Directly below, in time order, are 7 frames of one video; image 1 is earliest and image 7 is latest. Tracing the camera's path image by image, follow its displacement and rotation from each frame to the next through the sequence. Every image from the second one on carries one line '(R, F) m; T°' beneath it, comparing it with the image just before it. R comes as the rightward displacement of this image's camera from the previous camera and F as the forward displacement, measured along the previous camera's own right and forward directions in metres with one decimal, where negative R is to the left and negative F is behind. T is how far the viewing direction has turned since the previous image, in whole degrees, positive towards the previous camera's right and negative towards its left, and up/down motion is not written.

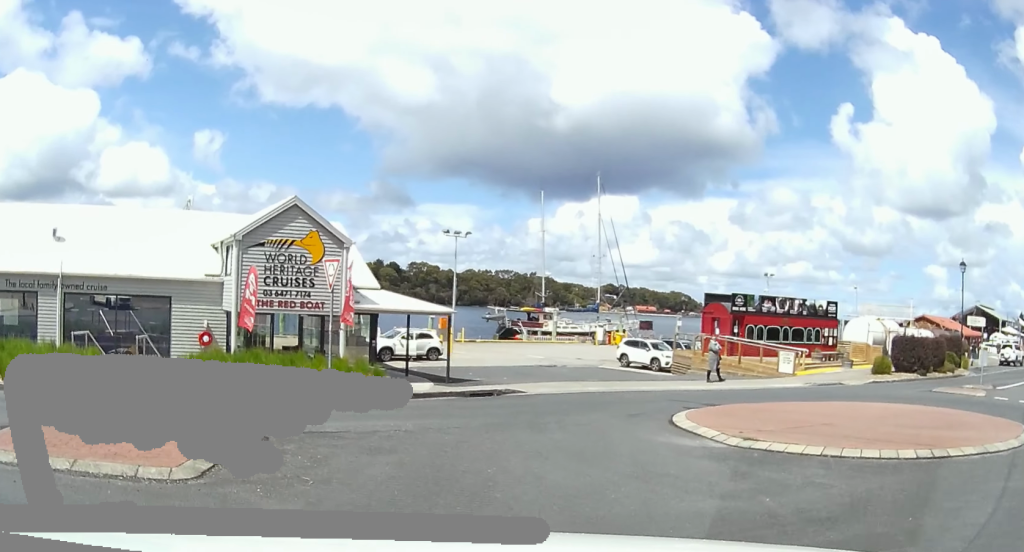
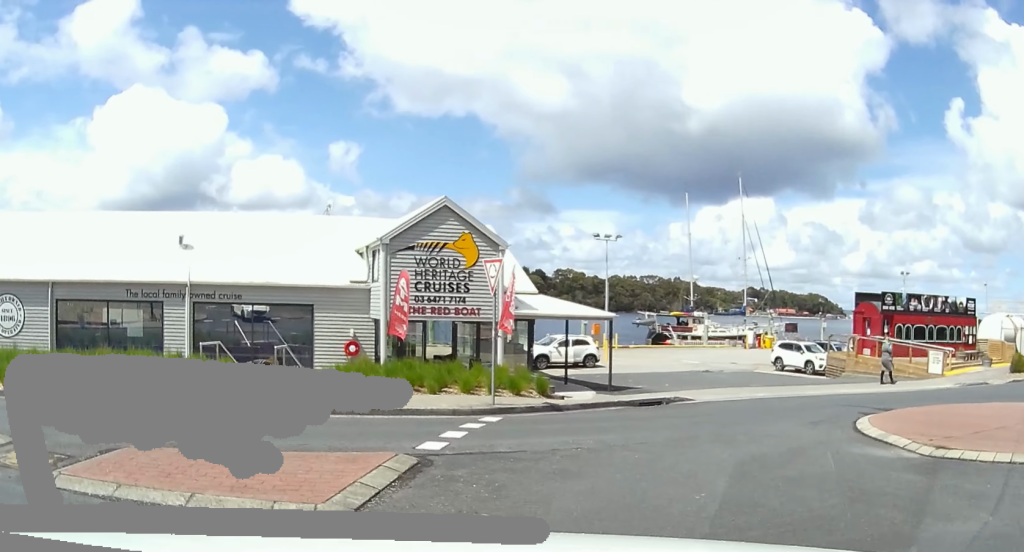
(-0.3, +1.8) m; -12°
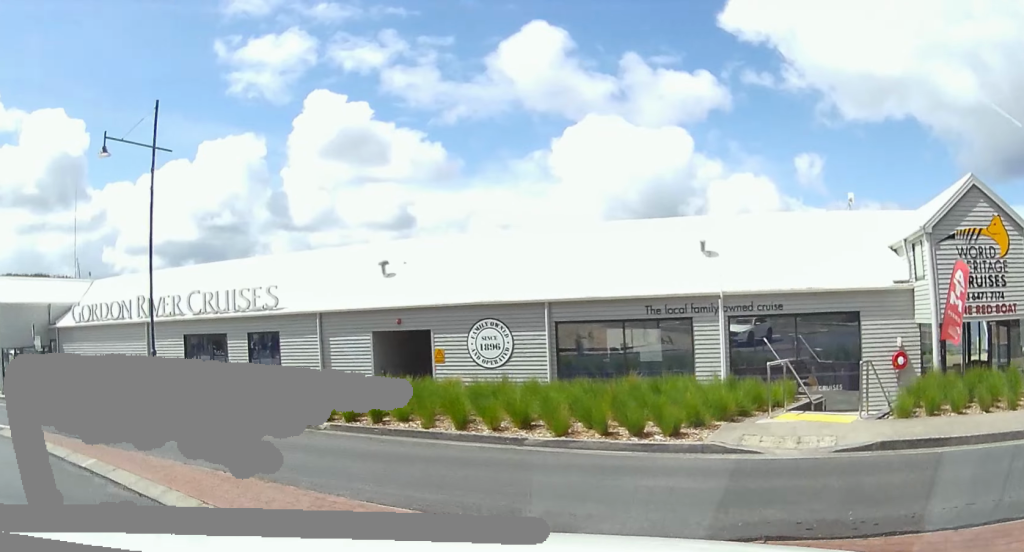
(-0.4, +2.8) m; -18°
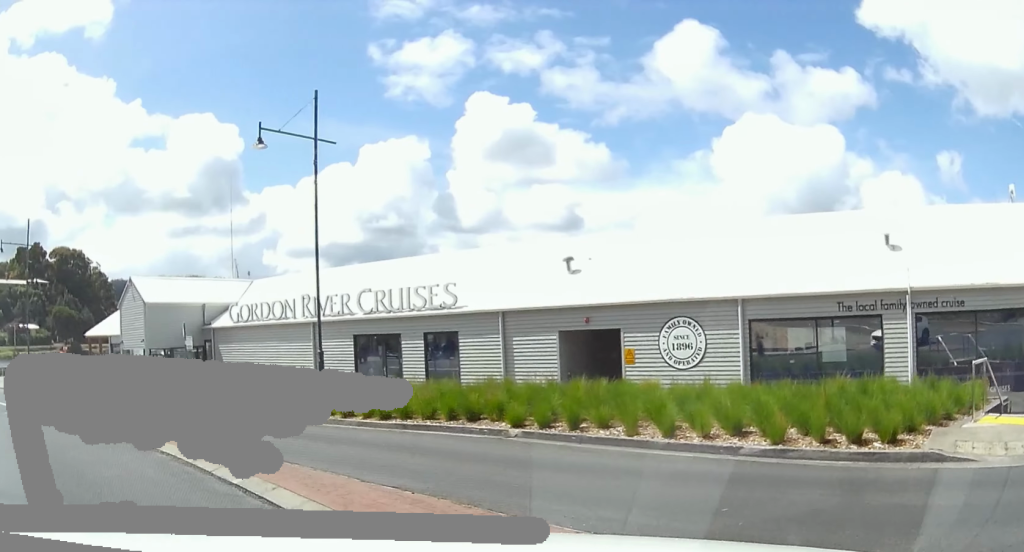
(-0.1, +0.9) m; -15°
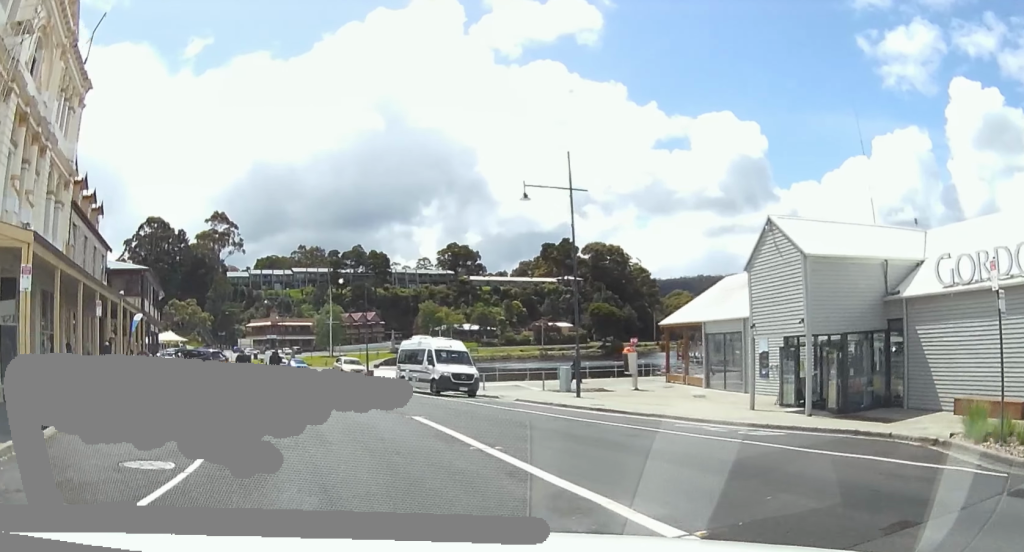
(-9.3, +8.9) m; -51°
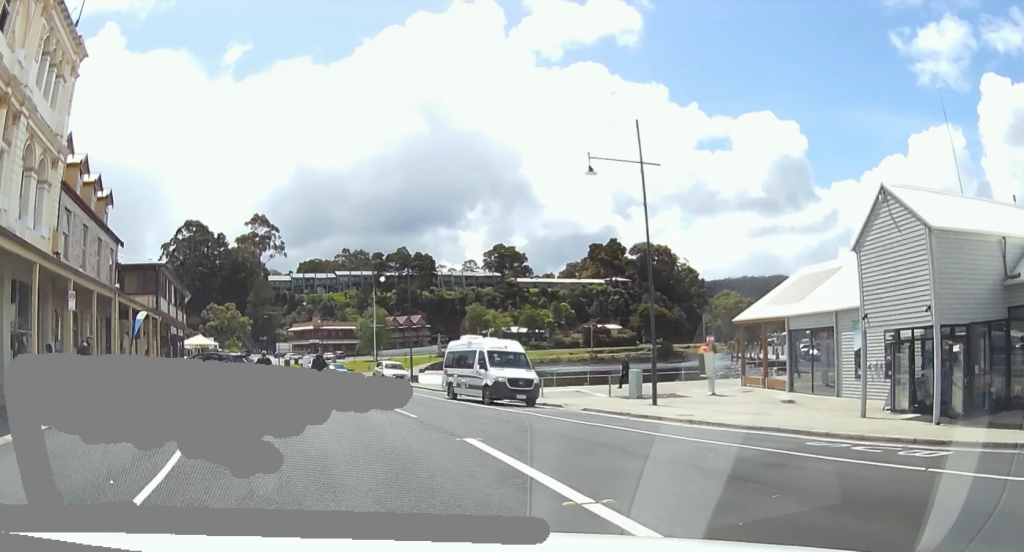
(0.0, +4.6) m; 0°
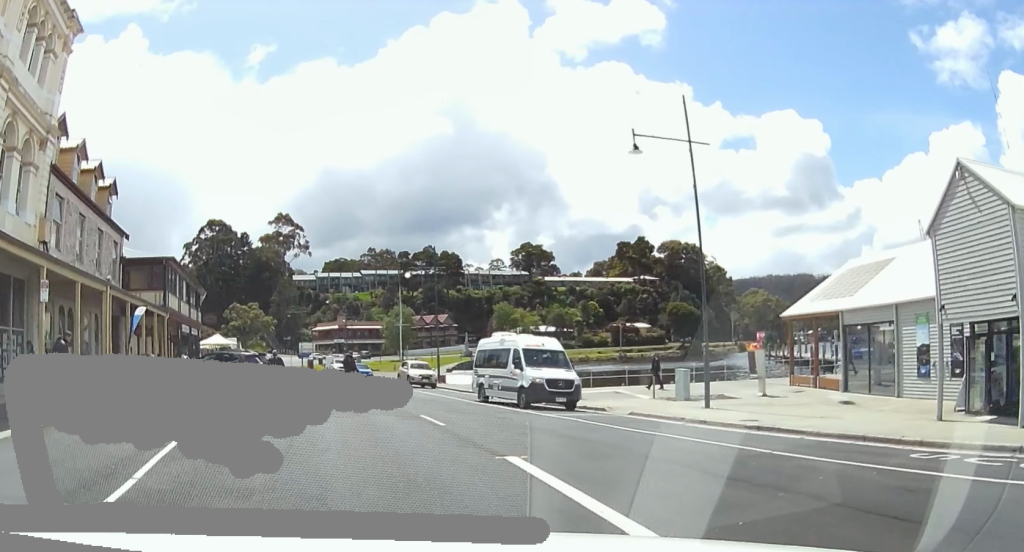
(0.0, +3.0) m; 0°
